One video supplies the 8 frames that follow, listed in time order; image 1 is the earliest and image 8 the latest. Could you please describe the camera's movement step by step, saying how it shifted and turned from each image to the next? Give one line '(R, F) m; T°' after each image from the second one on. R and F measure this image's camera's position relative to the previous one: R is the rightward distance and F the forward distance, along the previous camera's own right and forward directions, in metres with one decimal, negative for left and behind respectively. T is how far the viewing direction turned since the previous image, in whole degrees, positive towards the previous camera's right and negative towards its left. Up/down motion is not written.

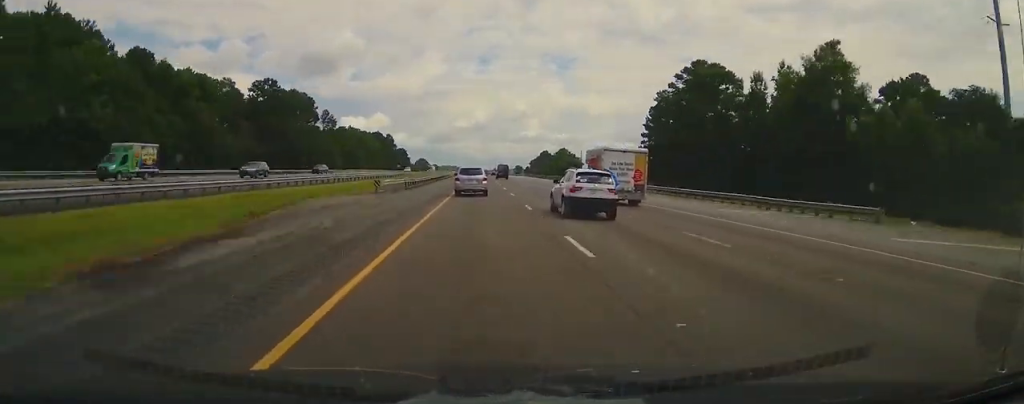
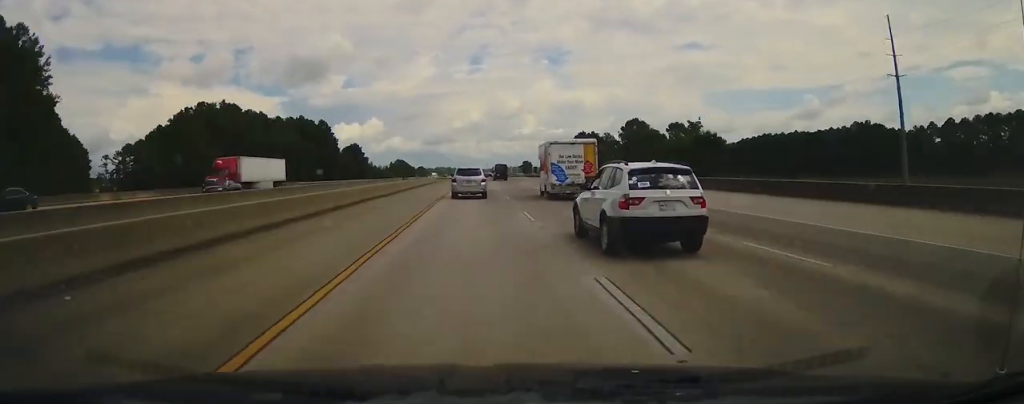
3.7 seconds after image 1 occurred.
(-0.2, +136.0) m; 0°
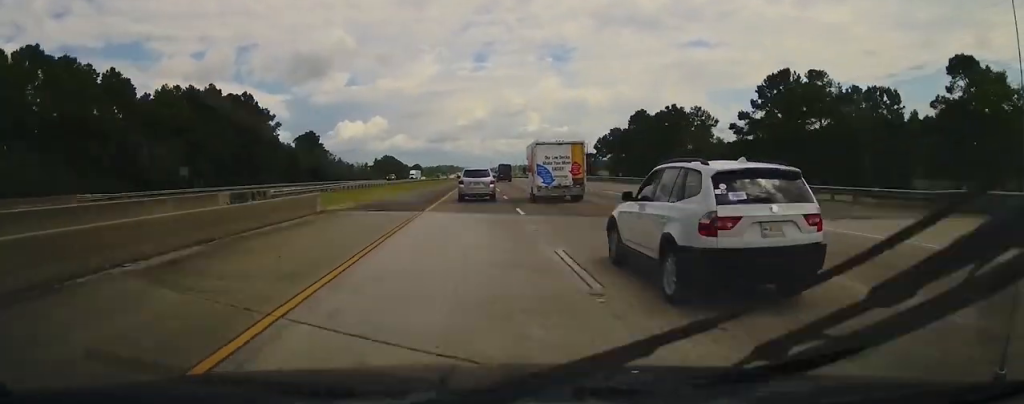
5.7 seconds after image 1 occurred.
(+0.1, +72.9) m; 0°
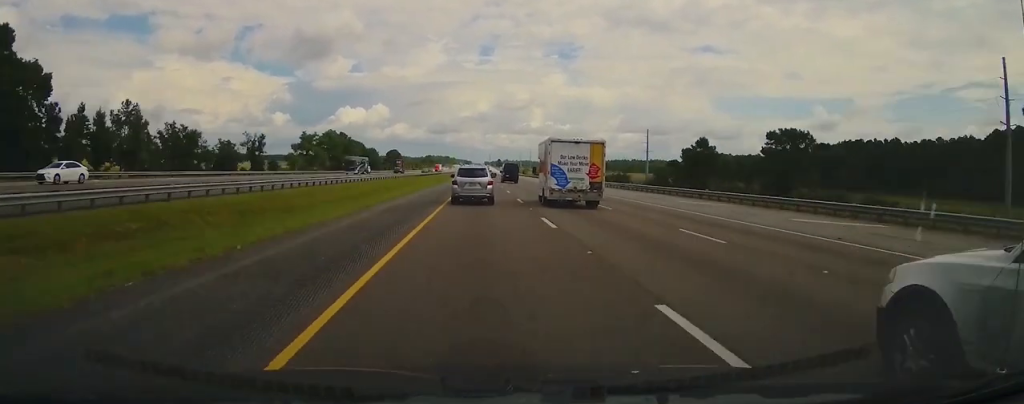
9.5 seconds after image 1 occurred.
(+0.3, +135.5) m; 0°
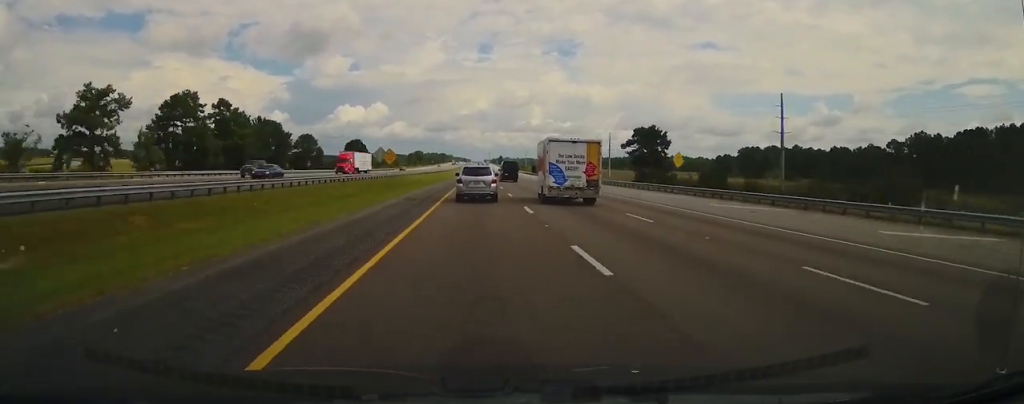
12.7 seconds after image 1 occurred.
(-0.1, +116.3) m; 0°
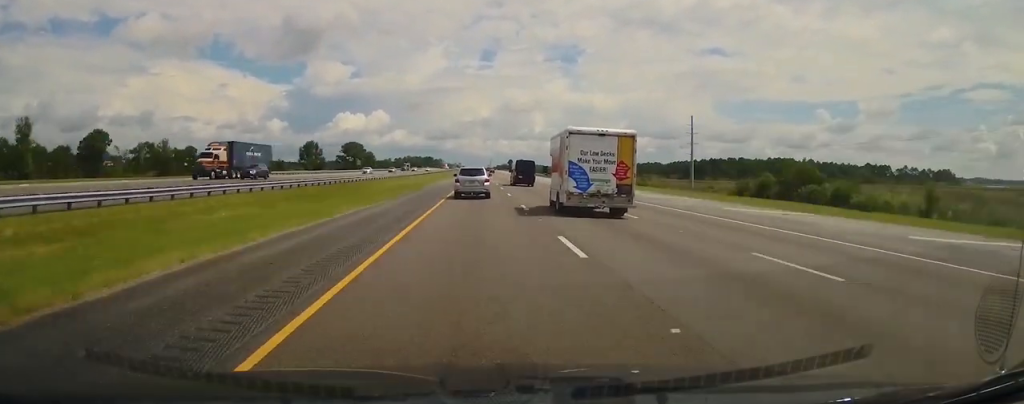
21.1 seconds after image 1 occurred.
(0.0, +306.7) m; 0°
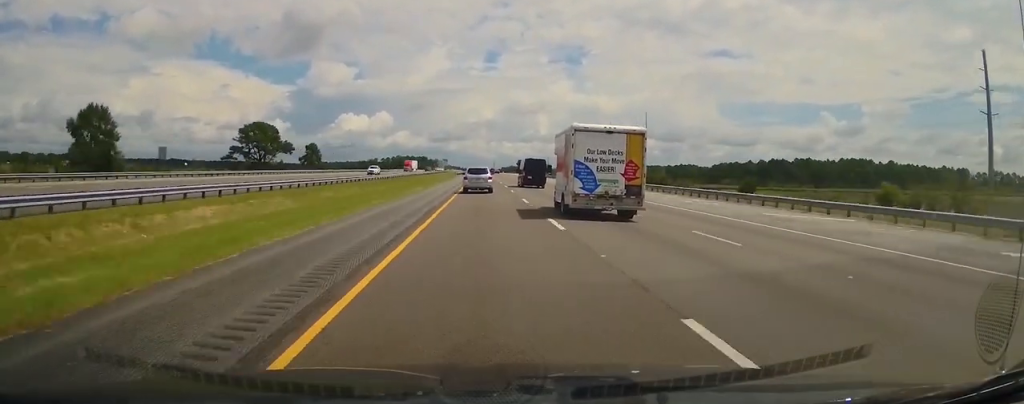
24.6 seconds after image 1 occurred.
(+0.1, +126.6) m; 0°
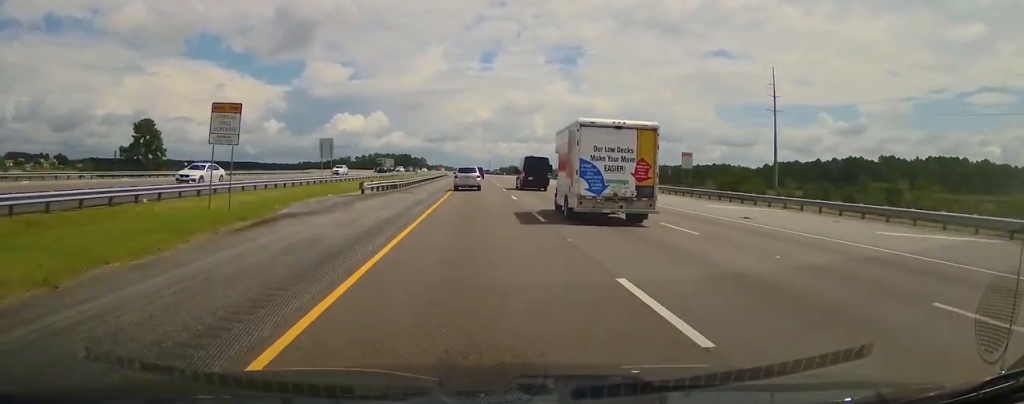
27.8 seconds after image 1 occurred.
(+0.2, +116.8) m; 0°
